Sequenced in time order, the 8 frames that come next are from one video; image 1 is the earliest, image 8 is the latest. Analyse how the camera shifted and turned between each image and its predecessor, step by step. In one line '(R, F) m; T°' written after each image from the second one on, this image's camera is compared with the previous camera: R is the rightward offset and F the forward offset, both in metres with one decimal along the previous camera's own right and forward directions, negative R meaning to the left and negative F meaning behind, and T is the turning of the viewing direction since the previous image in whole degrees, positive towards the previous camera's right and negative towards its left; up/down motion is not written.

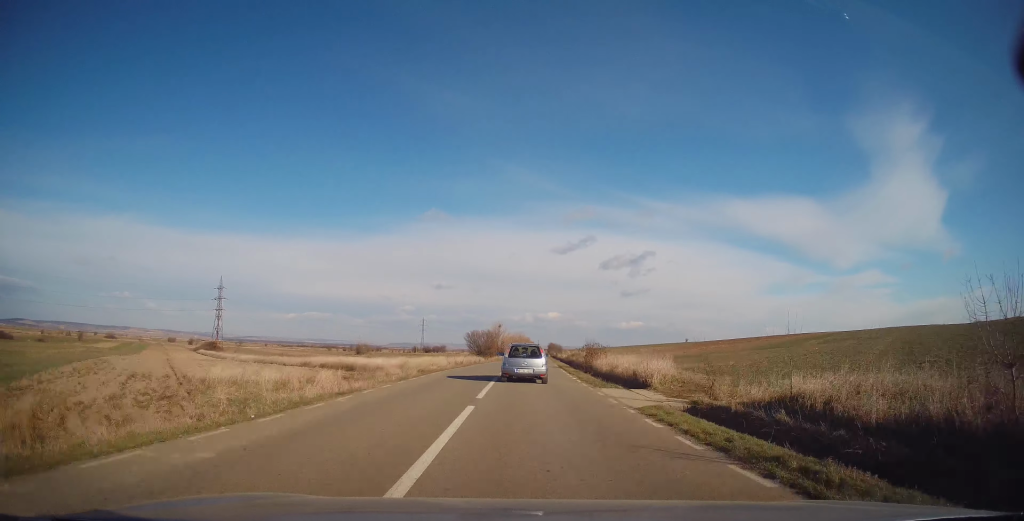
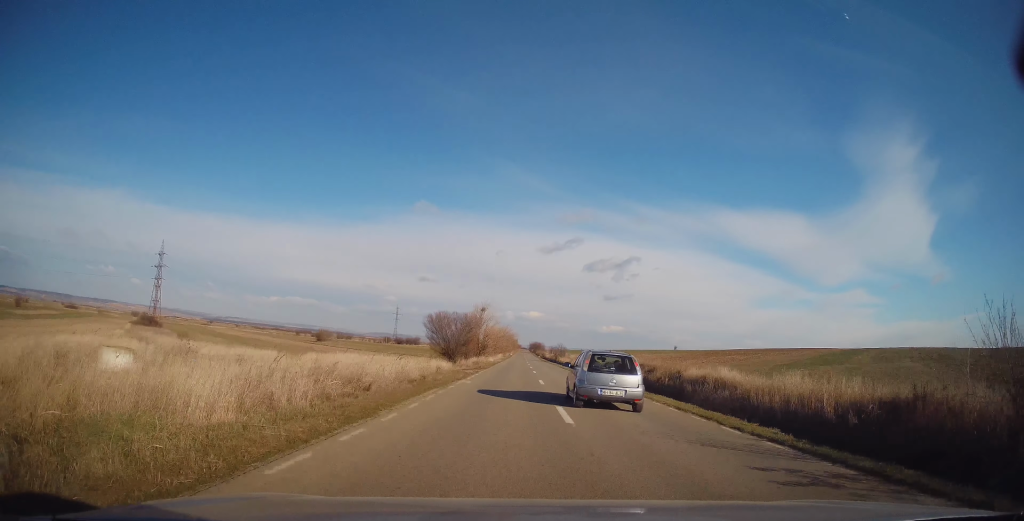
(+0.5, +33.1) m; +3°
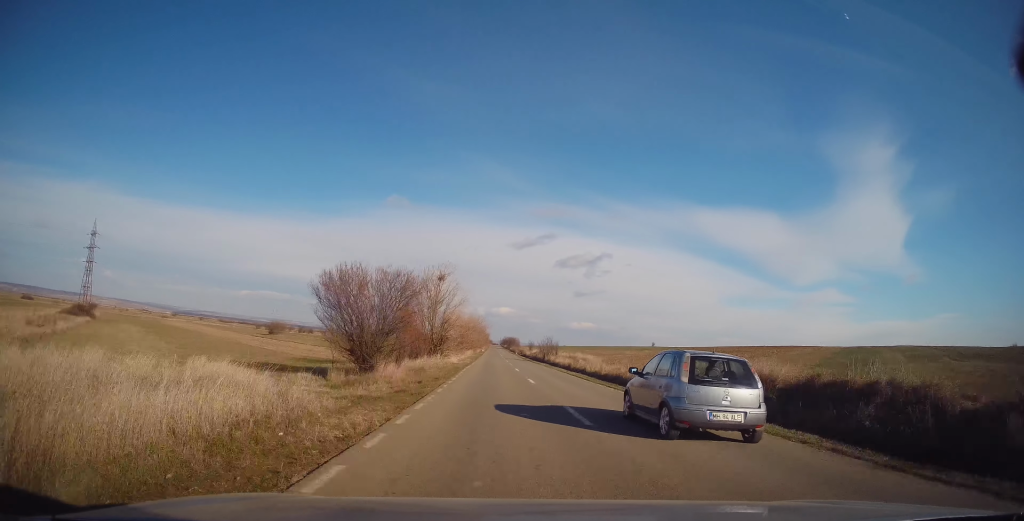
(+0.6, +24.4) m; +2°
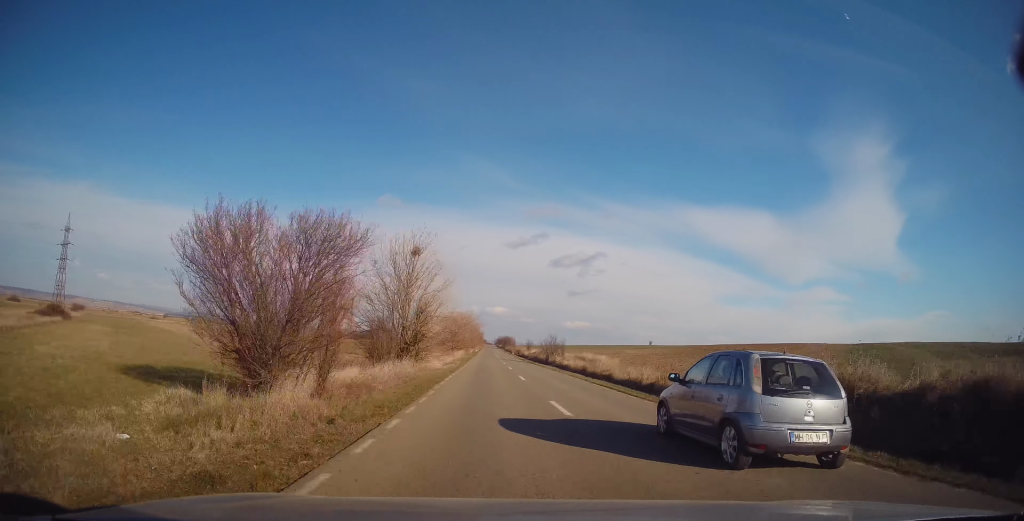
(0.0, +10.3) m; 0°
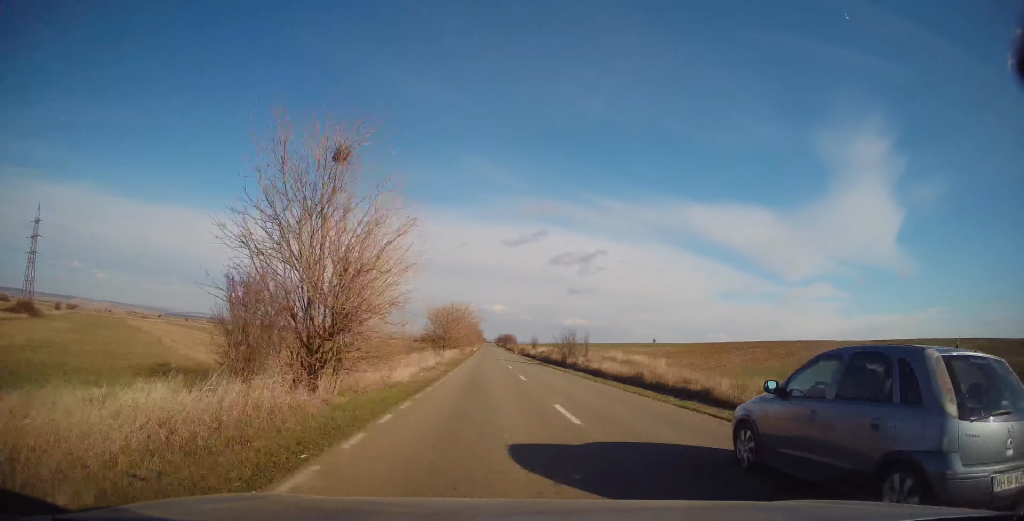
(0.0, +14.0) m; 0°
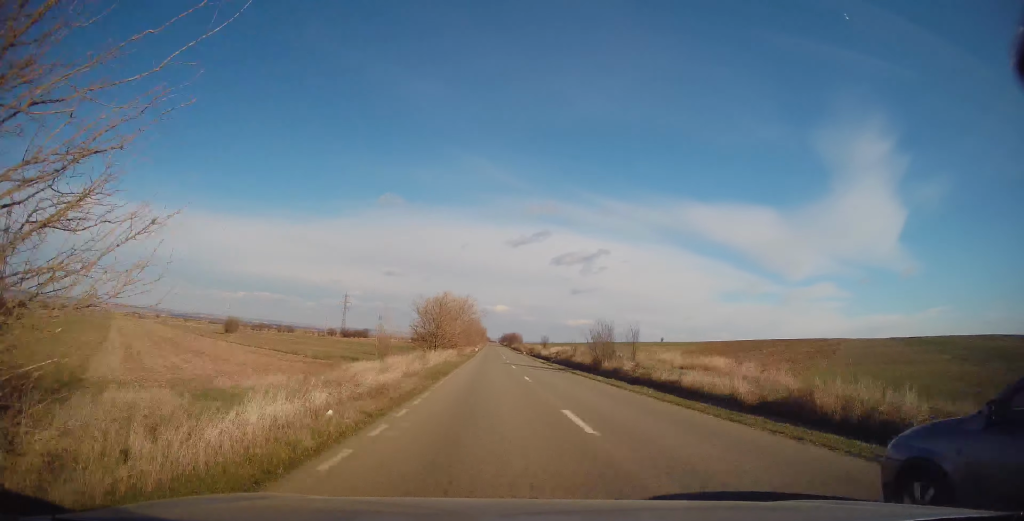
(+0.1, +13.0) m; 0°
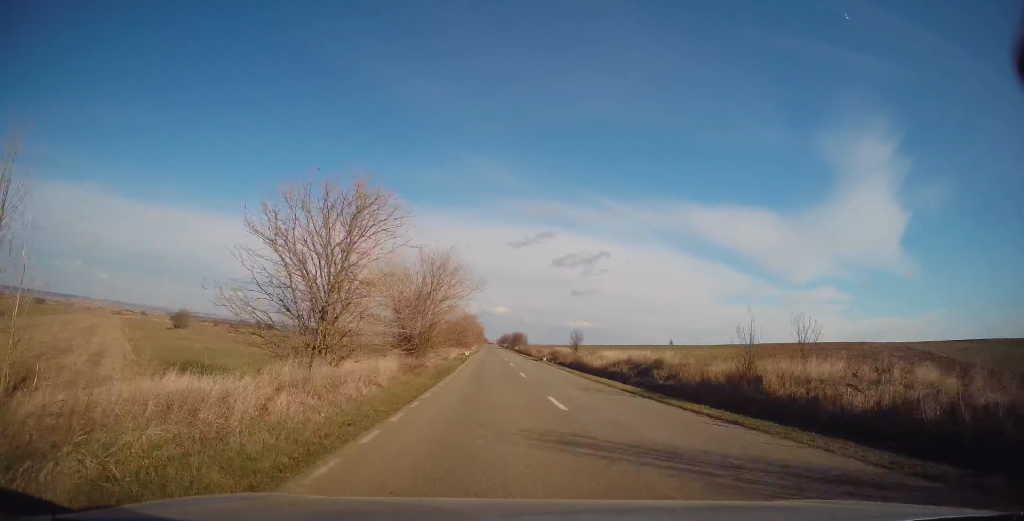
(+0.1, +32.6) m; 0°
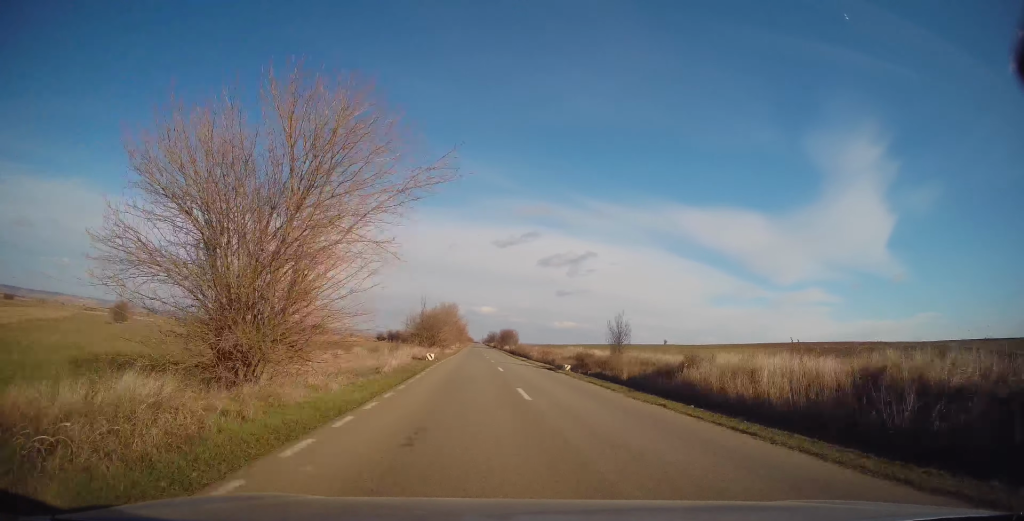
(+0.2, +23.0) m; +1°
